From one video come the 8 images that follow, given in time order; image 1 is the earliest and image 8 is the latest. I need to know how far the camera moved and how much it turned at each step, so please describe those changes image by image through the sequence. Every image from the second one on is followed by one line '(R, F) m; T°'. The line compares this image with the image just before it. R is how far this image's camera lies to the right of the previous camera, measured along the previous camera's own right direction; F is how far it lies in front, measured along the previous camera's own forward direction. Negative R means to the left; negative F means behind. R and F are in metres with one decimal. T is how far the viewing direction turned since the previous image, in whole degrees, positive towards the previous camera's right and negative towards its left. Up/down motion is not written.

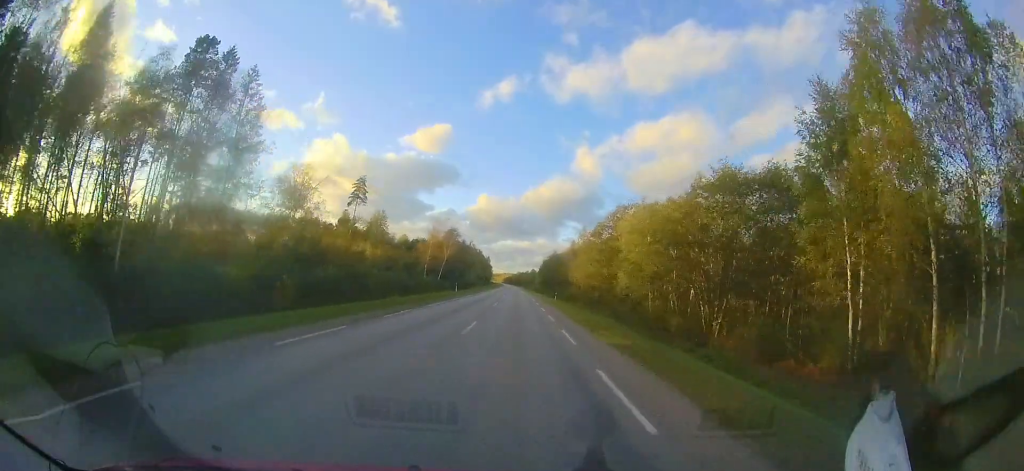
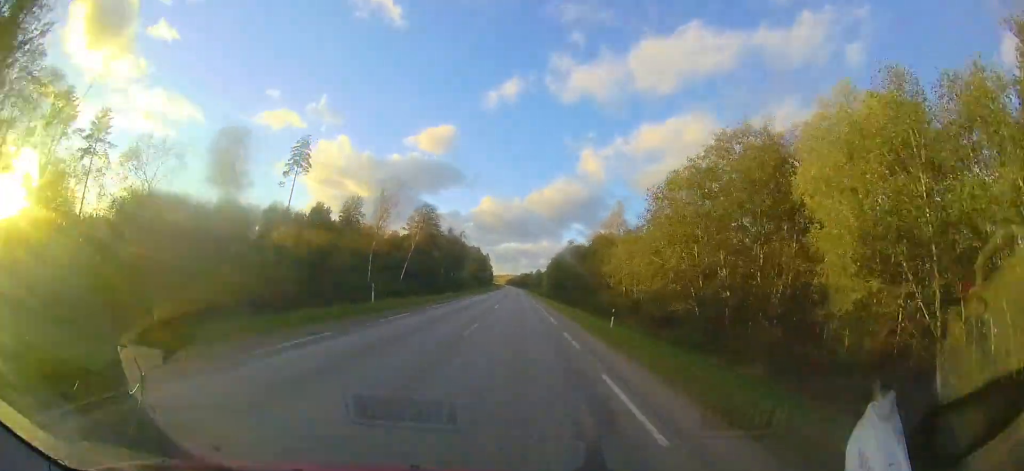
(+0.1, +23.8) m; -1°
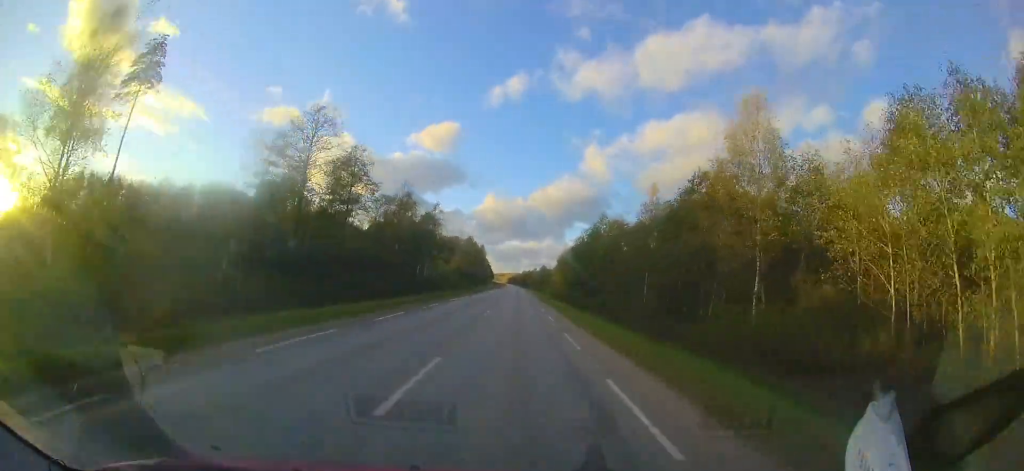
(-0.6, +29.9) m; -2°
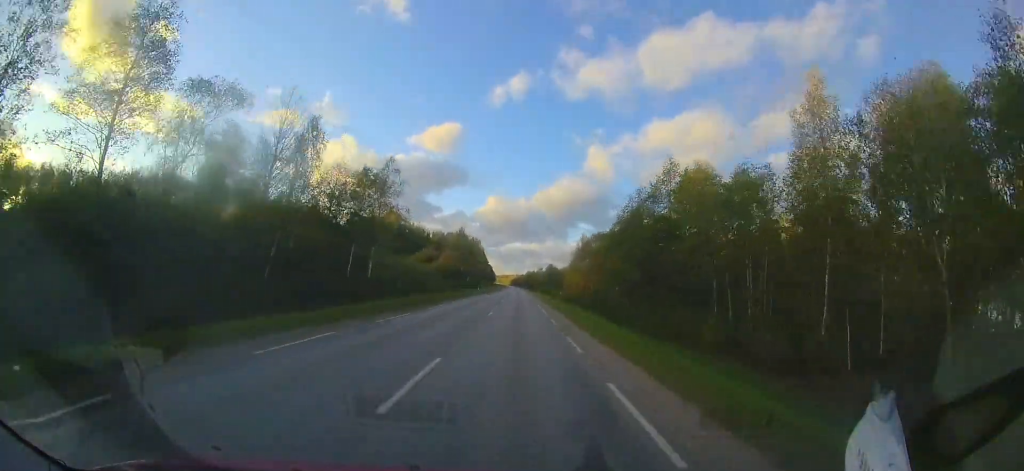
(-0.1, +23.1) m; 0°
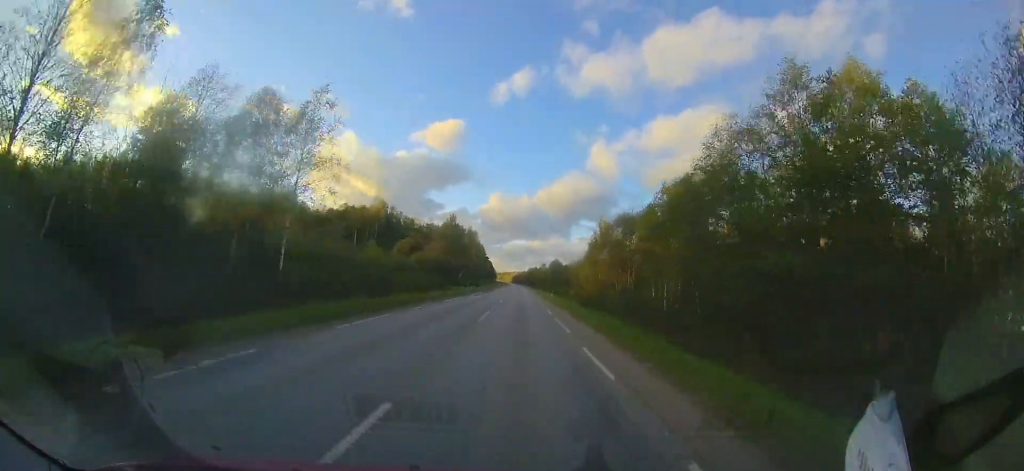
(0.0, +14.8) m; +1°
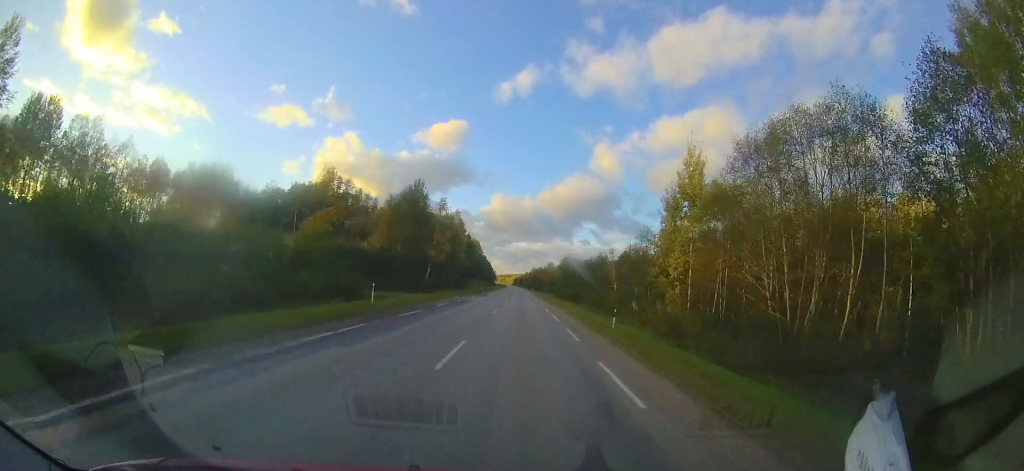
(0.0, +31.1) m; -1°
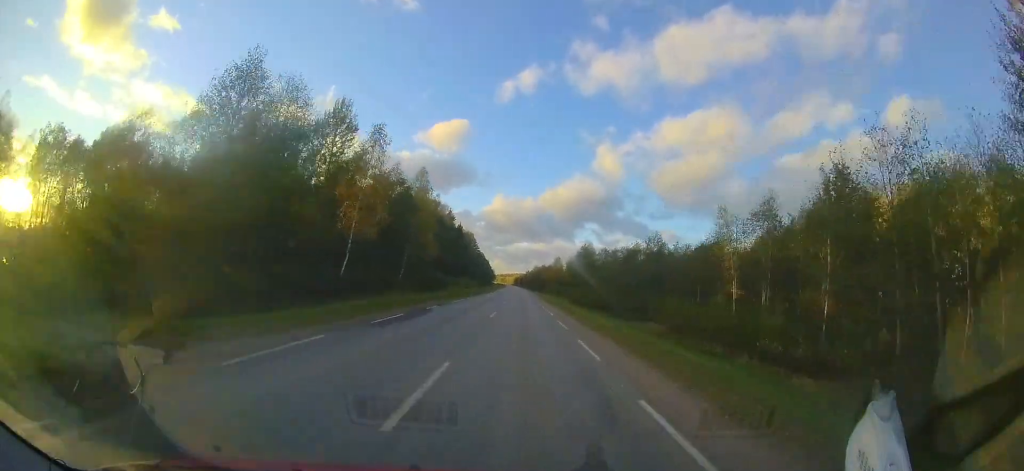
(-0.6, +25.9) m; -1°
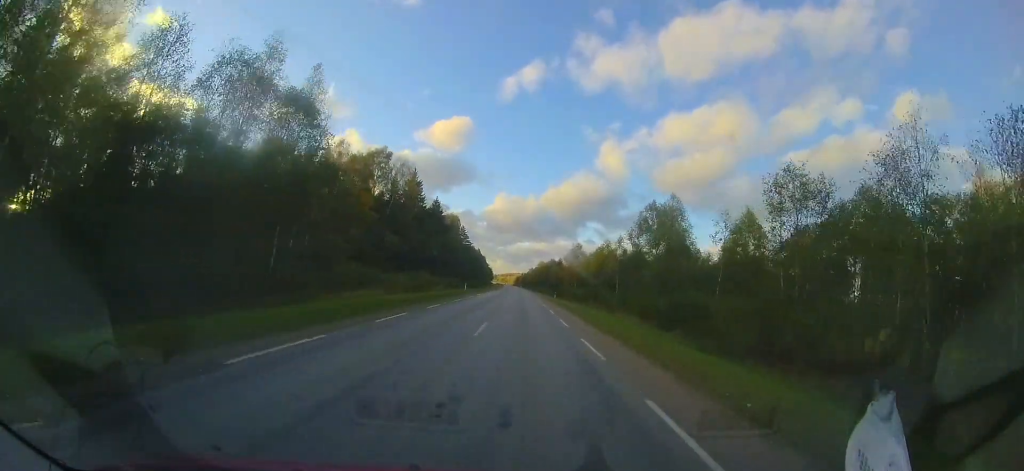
(+0.7, +41.3) m; 0°
